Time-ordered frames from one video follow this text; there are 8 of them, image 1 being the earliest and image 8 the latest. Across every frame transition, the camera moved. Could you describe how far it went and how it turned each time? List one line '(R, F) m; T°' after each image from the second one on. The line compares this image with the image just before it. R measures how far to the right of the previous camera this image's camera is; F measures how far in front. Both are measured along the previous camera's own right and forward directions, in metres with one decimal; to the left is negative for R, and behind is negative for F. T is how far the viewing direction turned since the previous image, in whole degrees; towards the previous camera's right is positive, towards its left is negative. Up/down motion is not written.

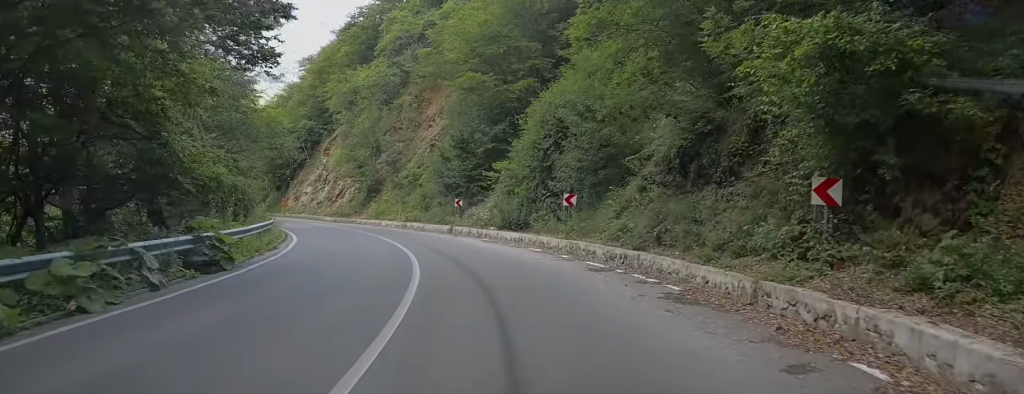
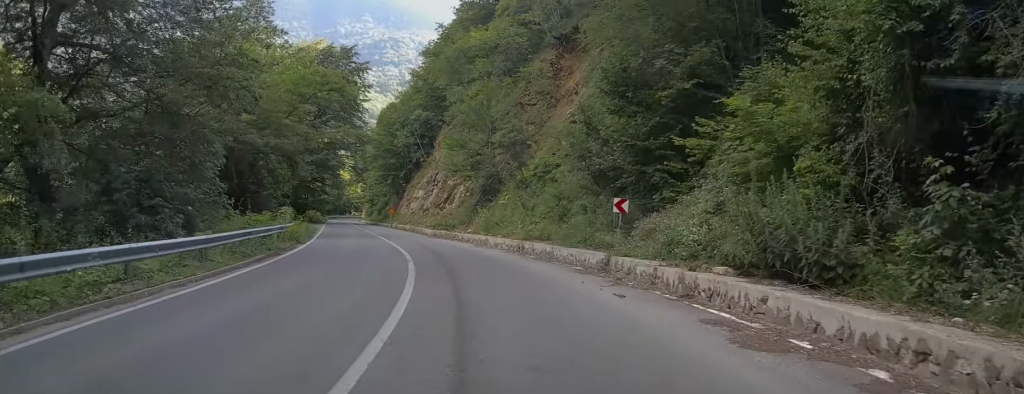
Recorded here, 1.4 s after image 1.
(-0.1, +18.0) m; -3°
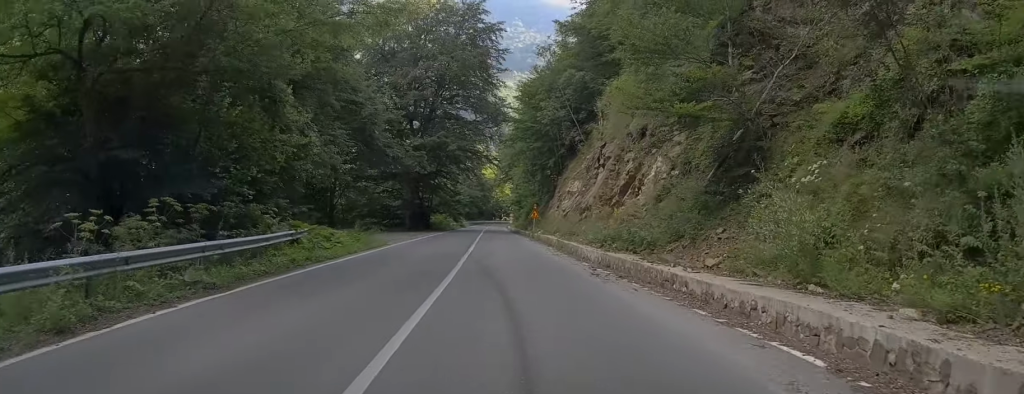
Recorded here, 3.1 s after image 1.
(-1.9, +22.2) m; -11°
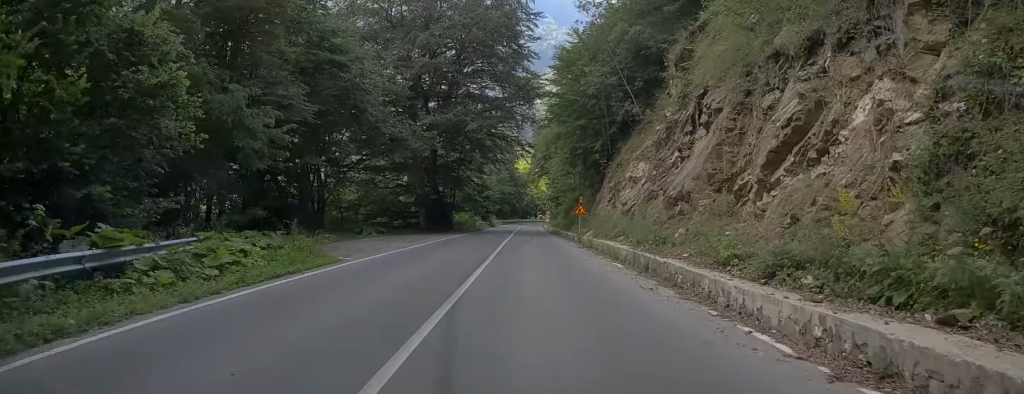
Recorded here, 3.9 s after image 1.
(-0.7, +11.4) m; -7°
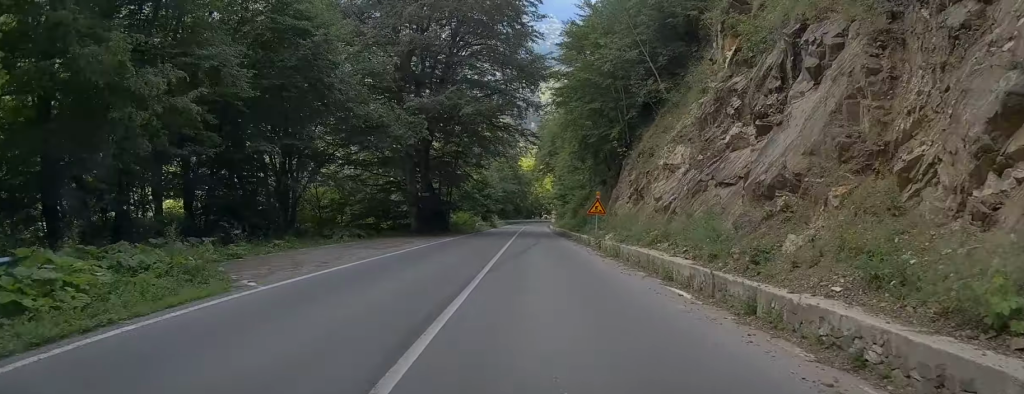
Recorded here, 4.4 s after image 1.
(-0.4, +6.3) m; -2°
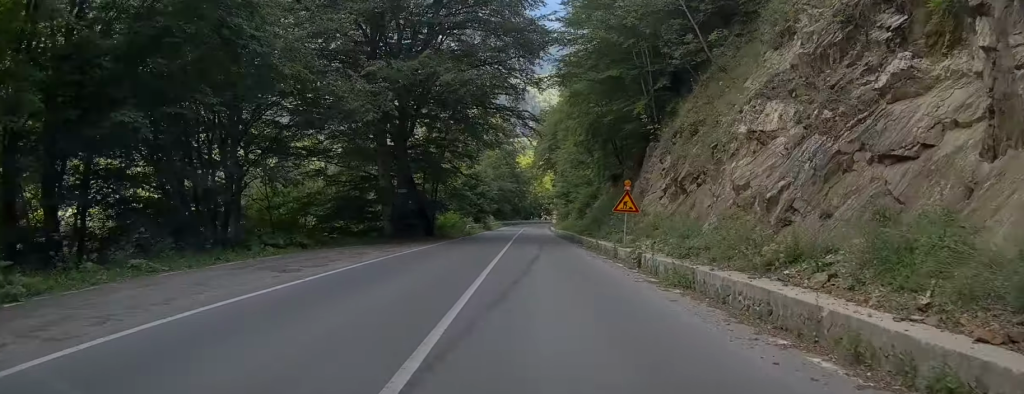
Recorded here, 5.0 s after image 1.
(-0.2, +8.7) m; -2°
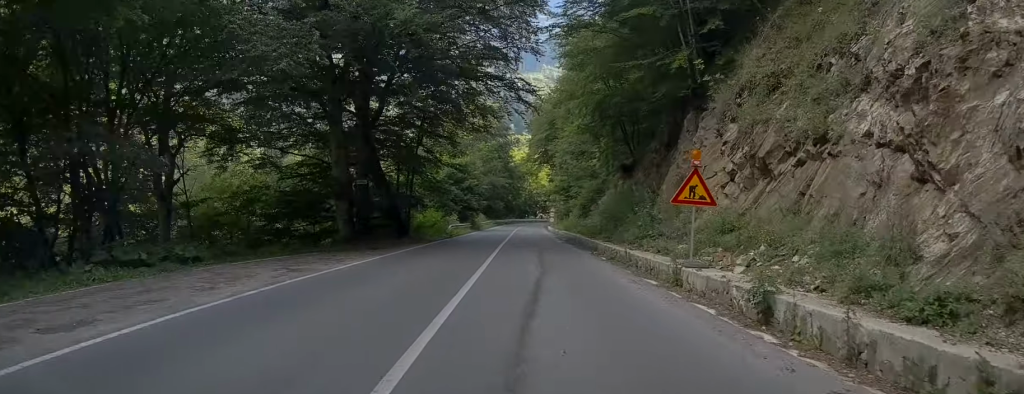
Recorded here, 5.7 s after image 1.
(0.0, +8.8) m; -1°
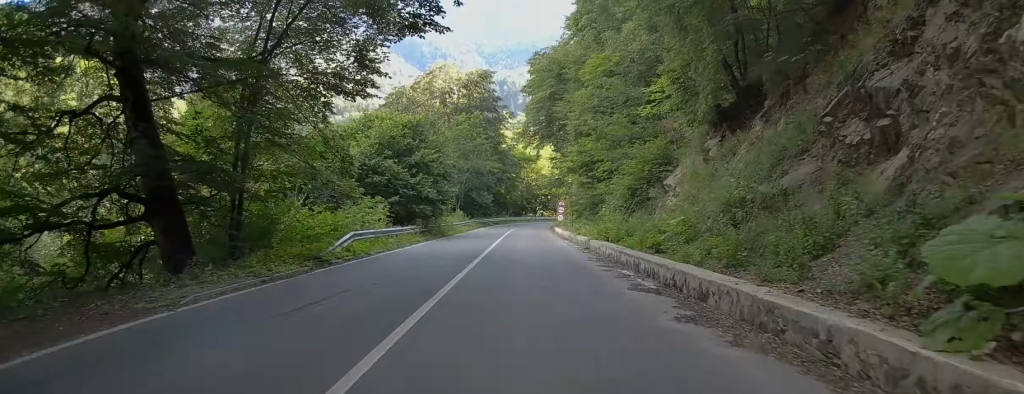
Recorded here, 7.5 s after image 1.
(-0.7, +26.6) m; -1°
